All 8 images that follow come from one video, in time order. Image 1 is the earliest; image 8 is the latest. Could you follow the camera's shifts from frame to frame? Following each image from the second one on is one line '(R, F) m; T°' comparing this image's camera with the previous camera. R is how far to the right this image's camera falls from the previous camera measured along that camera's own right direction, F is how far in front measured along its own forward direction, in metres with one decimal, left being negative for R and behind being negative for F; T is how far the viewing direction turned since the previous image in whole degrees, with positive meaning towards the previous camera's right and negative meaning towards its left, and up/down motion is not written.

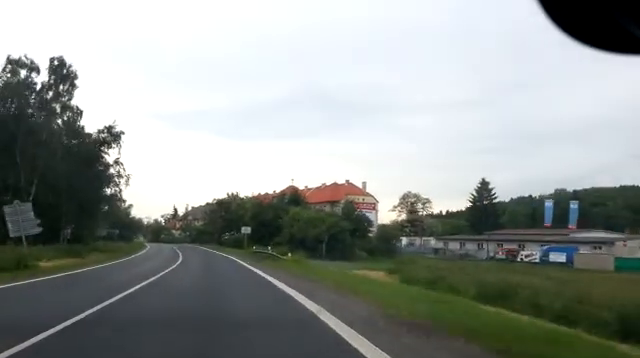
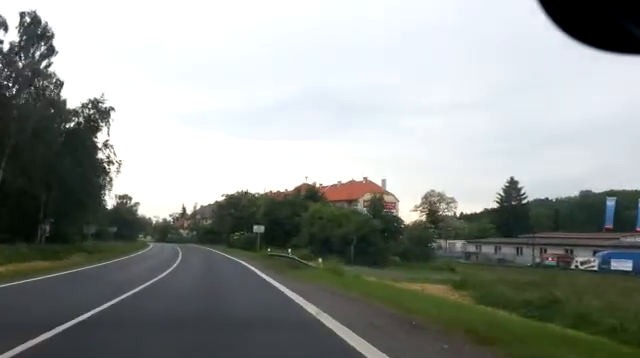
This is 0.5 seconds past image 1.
(-0.3, +7.8) m; 0°
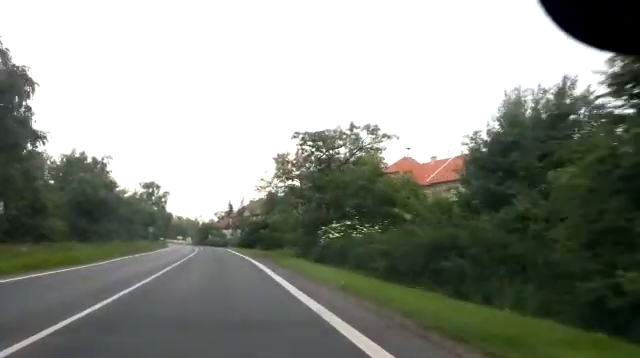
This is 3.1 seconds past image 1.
(-0.9, +45.6) m; -4°
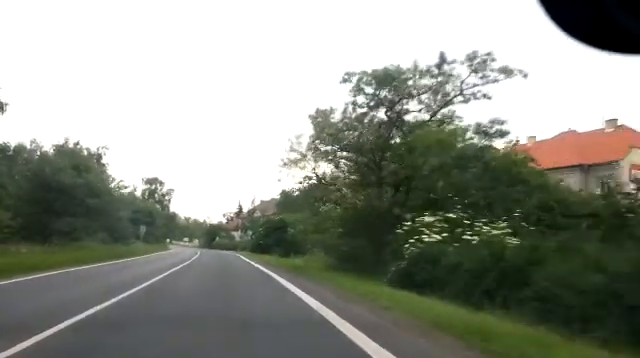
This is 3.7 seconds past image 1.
(-0.1, +12.3) m; -1°
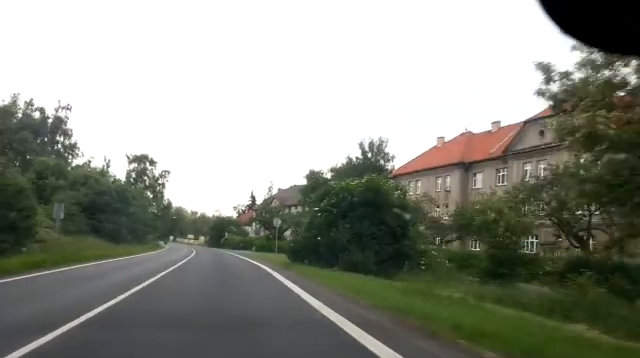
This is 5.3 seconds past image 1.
(-0.8, +27.8) m; -3°
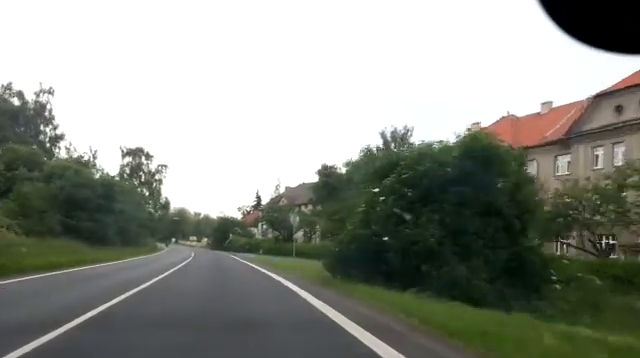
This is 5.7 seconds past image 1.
(-0.1, +8.4) m; 0°
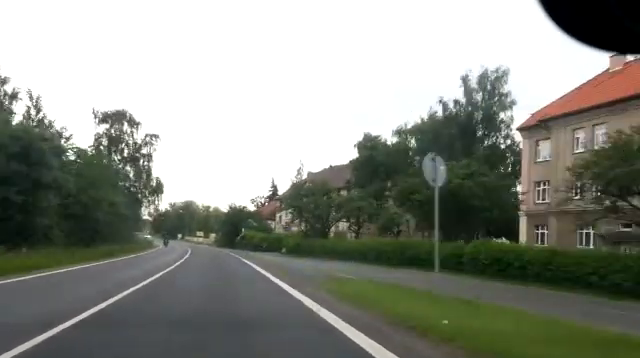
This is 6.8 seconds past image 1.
(0.0, +19.5) m; -1°
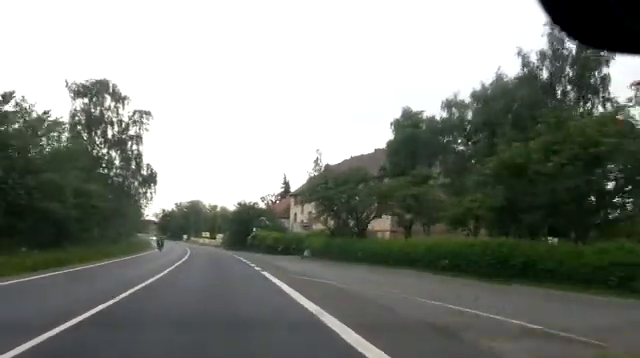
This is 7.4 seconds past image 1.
(-0.2, +11.3) m; -1°
